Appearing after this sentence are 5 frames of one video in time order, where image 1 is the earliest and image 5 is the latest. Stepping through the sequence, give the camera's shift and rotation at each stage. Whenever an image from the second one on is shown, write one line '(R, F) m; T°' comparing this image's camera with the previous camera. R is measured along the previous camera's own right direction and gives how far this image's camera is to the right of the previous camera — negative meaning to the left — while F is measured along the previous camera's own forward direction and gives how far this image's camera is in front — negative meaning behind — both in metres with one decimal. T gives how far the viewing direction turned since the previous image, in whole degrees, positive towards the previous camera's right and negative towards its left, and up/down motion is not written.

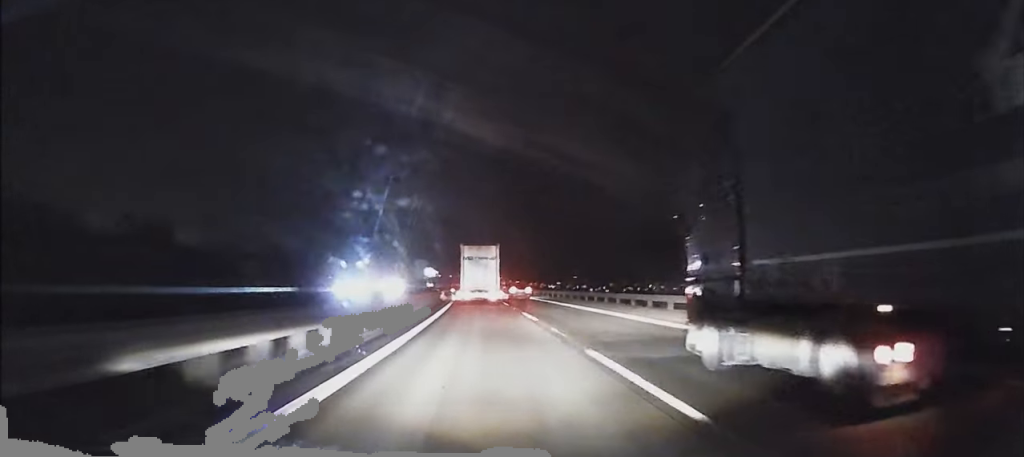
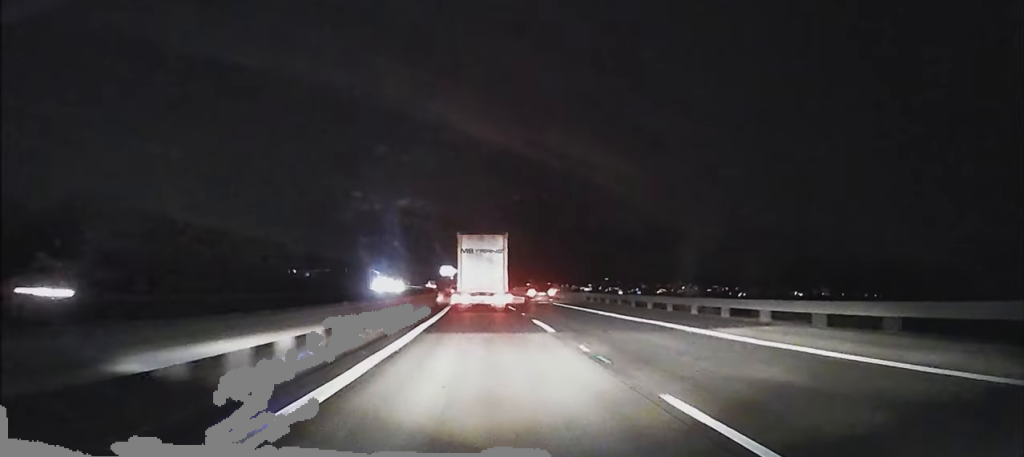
(0.0, +61.8) m; -2°
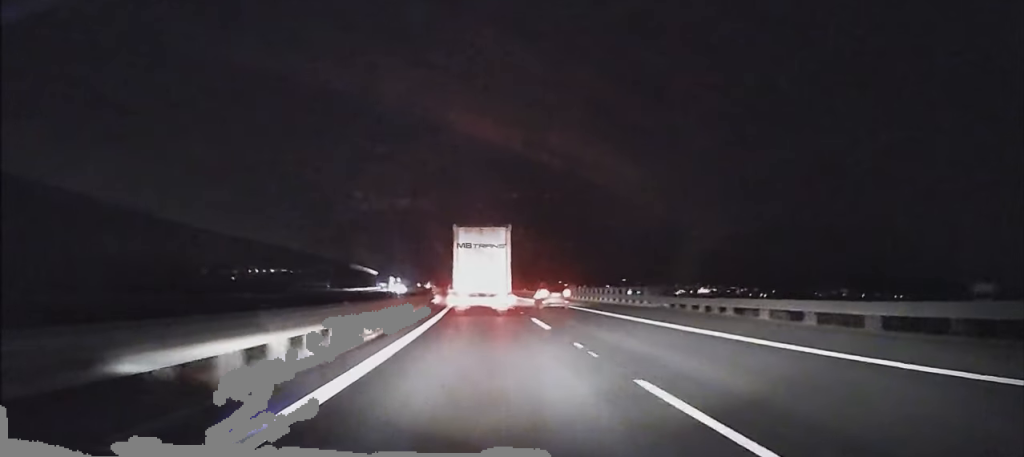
(-1.5, +35.8) m; -3°
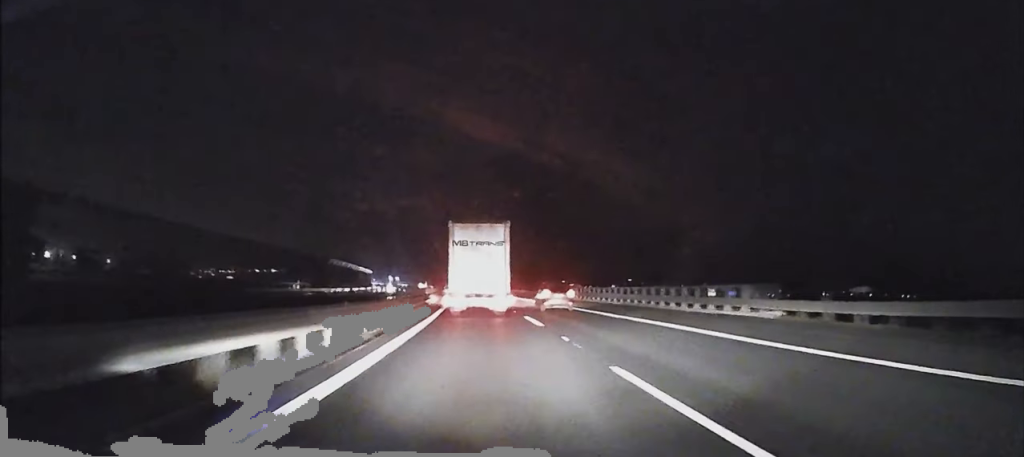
(0.0, +16.9) m; 0°
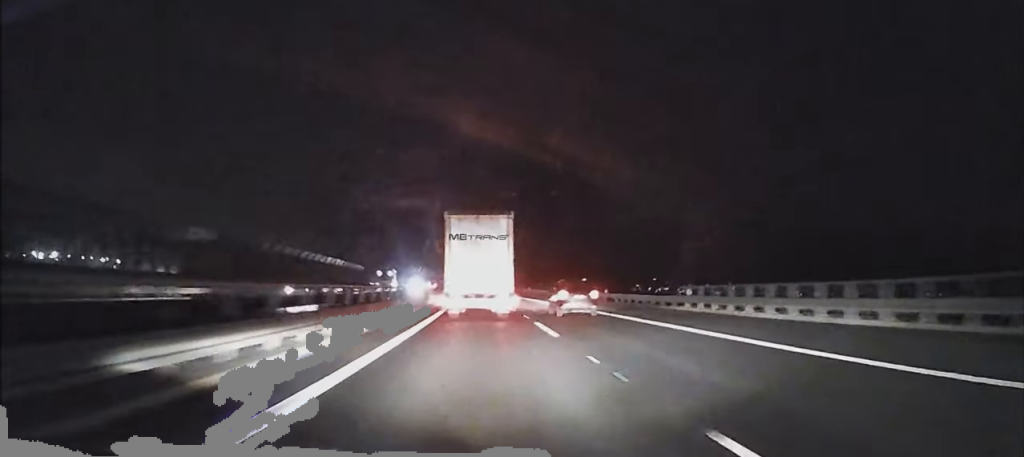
(-1.1, +40.6) m; -3°
